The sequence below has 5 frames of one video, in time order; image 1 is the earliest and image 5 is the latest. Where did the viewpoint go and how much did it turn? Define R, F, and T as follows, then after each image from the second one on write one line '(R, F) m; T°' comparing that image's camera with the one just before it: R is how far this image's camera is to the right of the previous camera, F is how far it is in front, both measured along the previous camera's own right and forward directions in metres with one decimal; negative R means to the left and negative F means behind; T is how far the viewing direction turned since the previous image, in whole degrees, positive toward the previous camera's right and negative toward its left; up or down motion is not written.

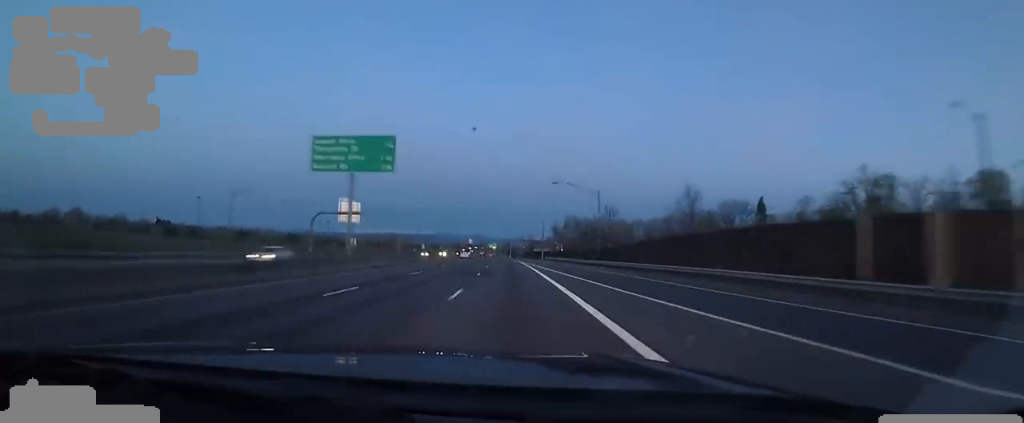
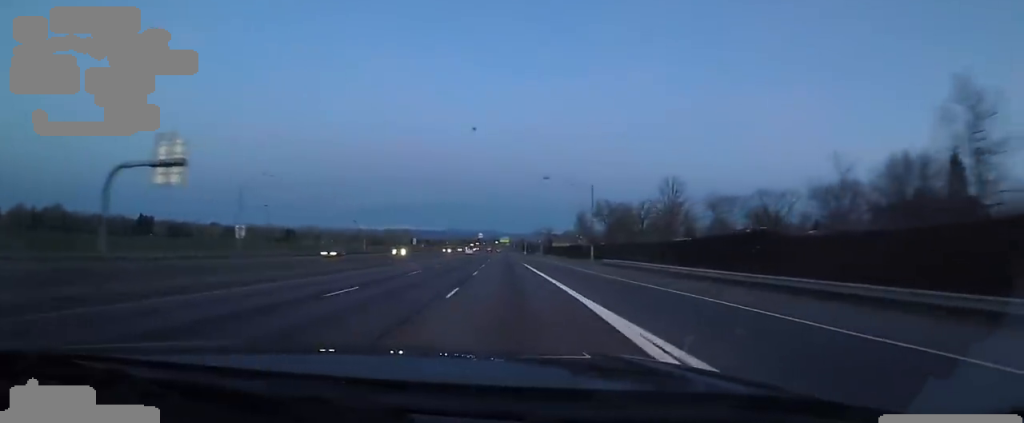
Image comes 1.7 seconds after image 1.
(-0.9, +47.8) m; -2°
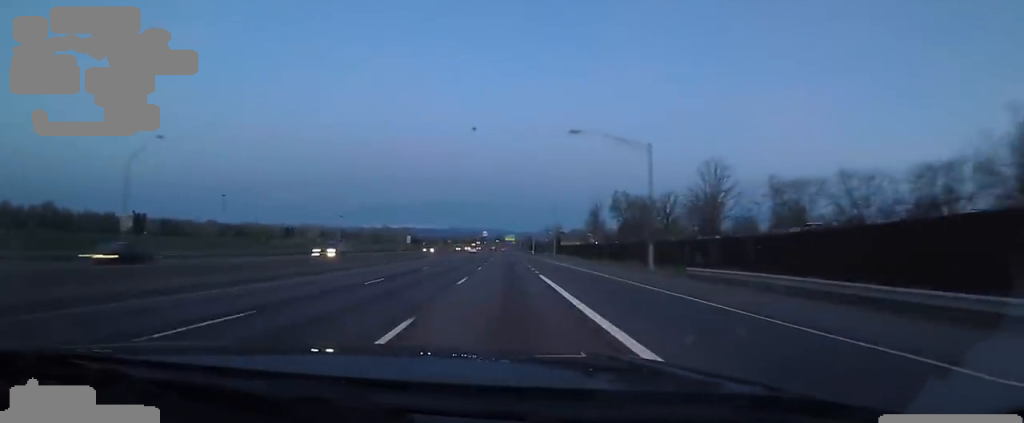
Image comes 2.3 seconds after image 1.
(-0.3, +18.7) m; -1°
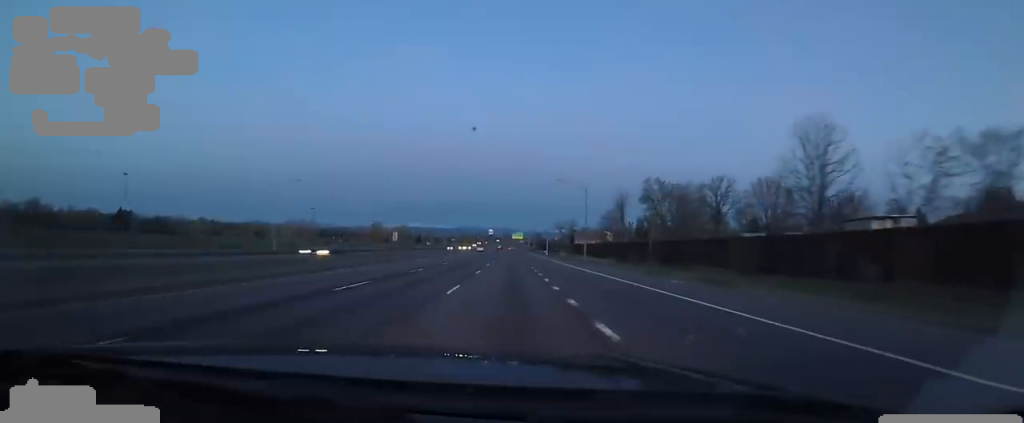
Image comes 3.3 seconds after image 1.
(-0.4, +27.2) m; -1°
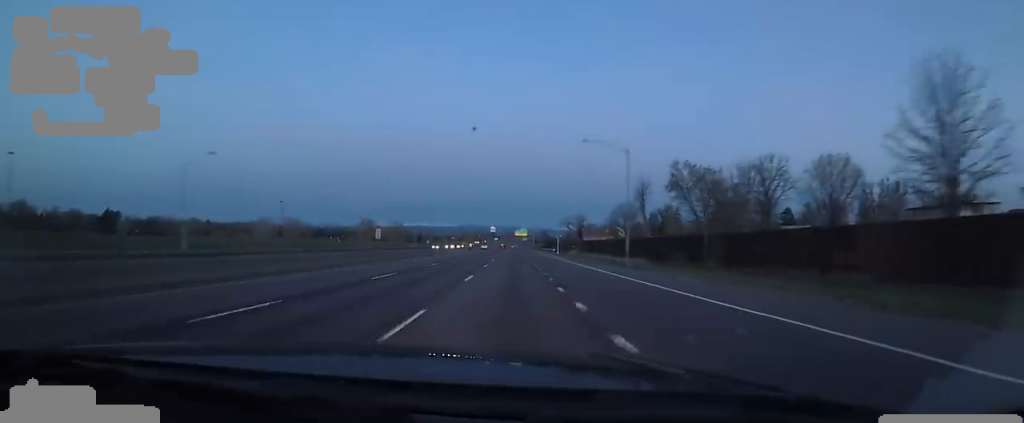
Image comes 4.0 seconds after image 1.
(0.0, +18.9) m; 0°
